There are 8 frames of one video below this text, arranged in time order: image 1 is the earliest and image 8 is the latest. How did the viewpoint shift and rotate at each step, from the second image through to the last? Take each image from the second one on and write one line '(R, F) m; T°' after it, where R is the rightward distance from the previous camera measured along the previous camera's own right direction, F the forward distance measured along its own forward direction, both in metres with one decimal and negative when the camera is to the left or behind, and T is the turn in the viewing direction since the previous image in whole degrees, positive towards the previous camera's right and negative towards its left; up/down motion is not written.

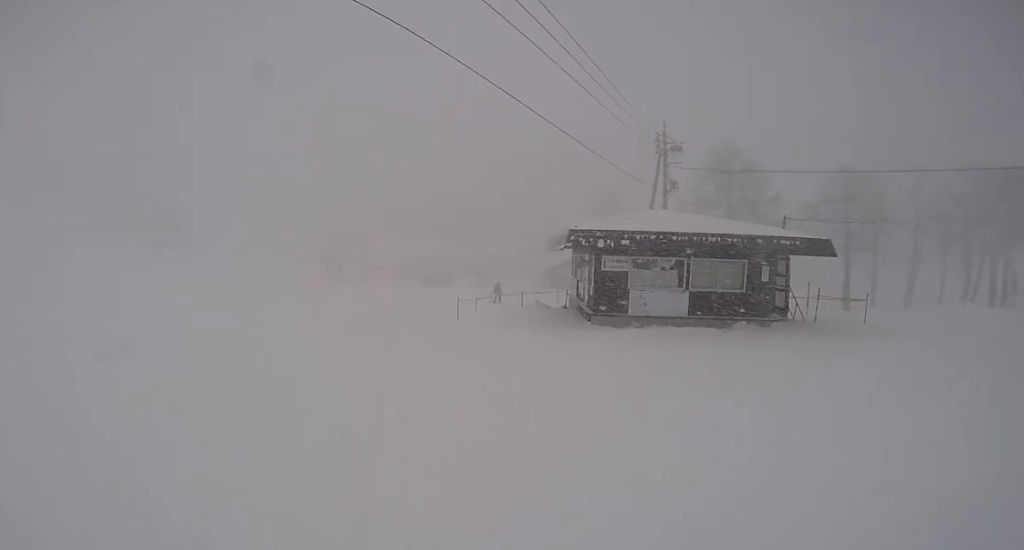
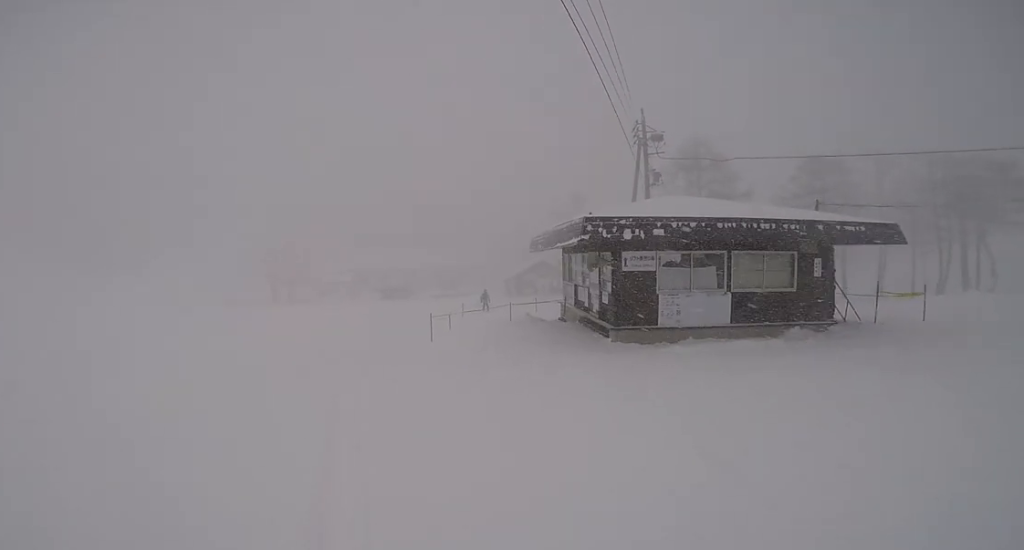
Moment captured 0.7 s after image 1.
(+0.1, +3.4) m; +6°
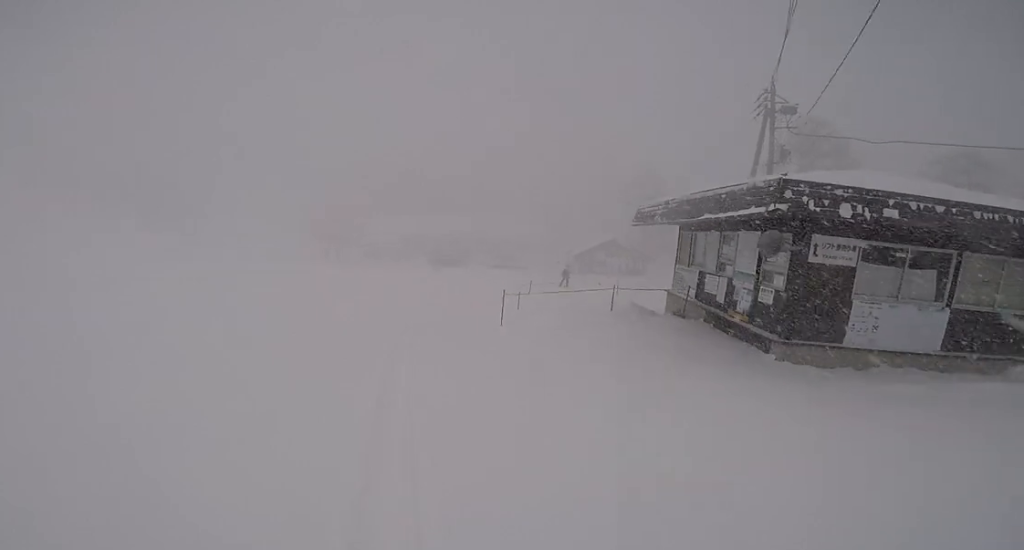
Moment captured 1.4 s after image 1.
(+0.5, +3.1) m; +9°
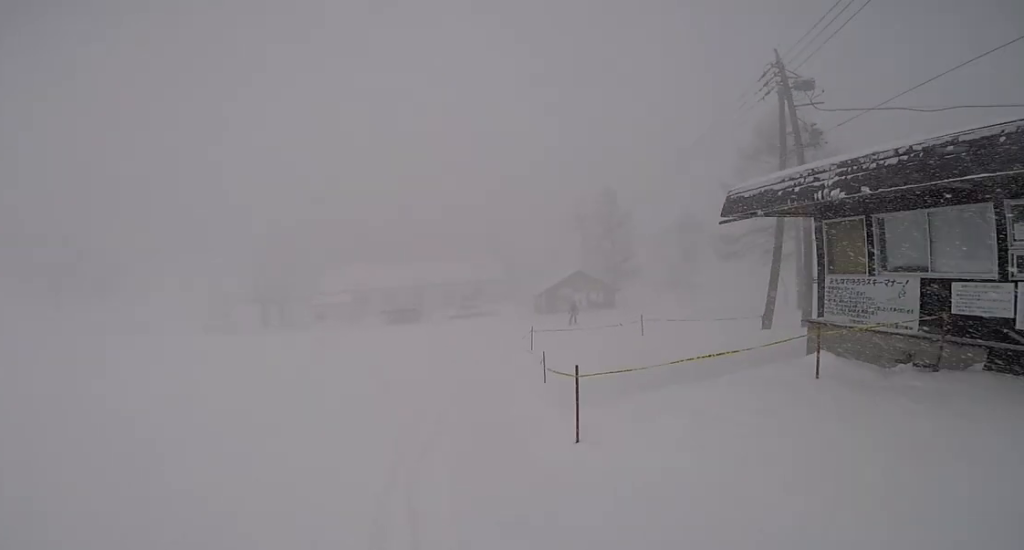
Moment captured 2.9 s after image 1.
(0.0, +7.0) m; +2°
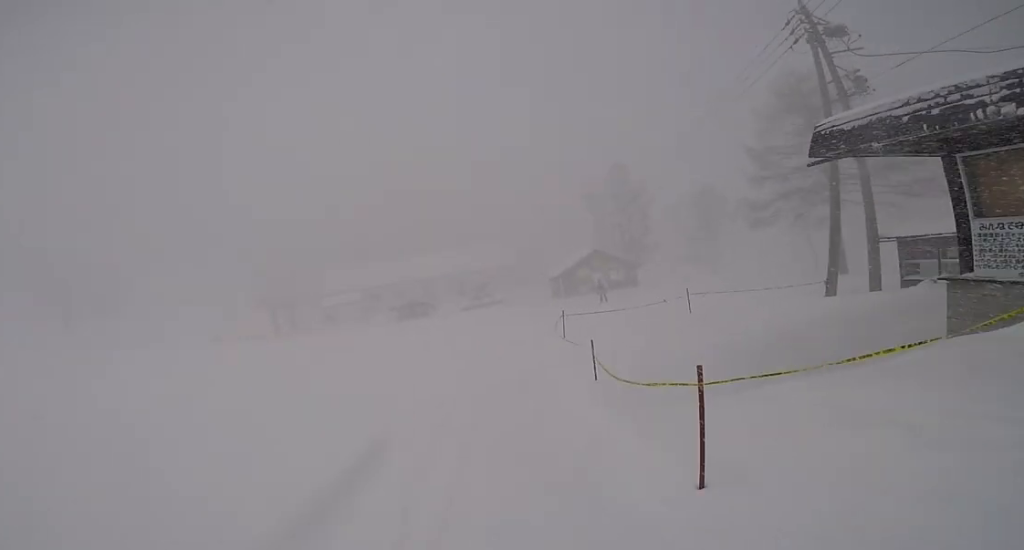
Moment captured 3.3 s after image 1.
(-0.1, +2.2) m; +2°
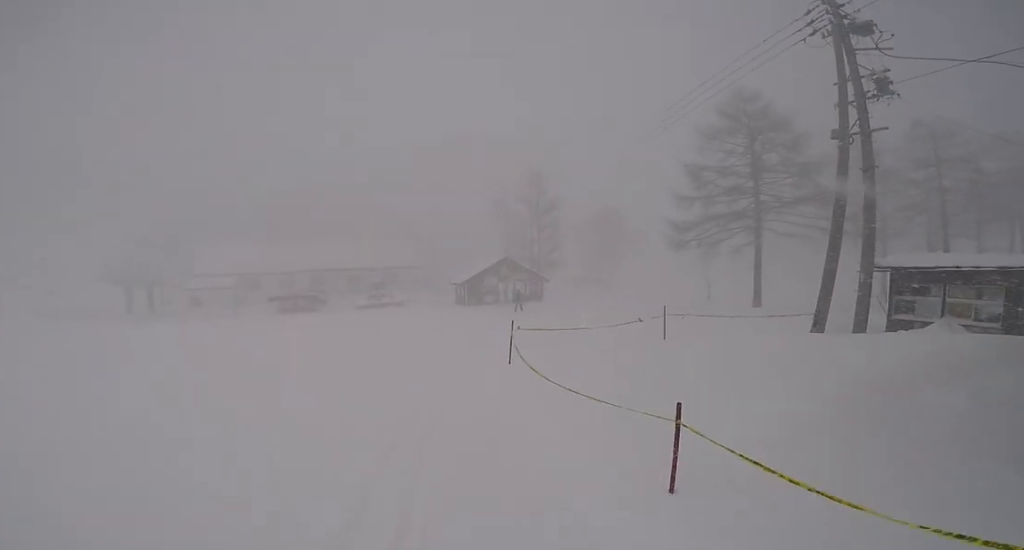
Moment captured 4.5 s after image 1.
(+0.5, +4.7) m; +14°
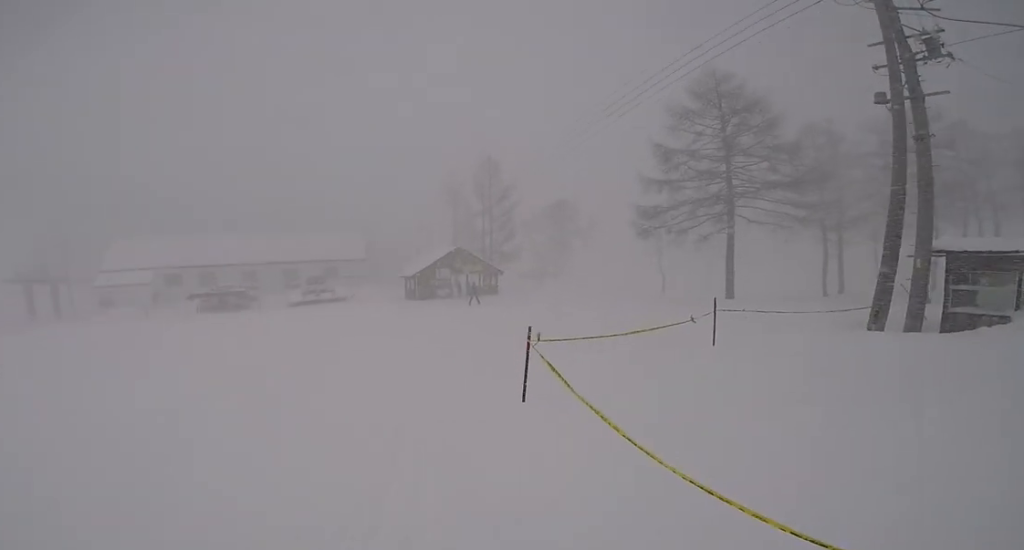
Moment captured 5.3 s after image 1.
(+0.7, +3.4) m; -3°
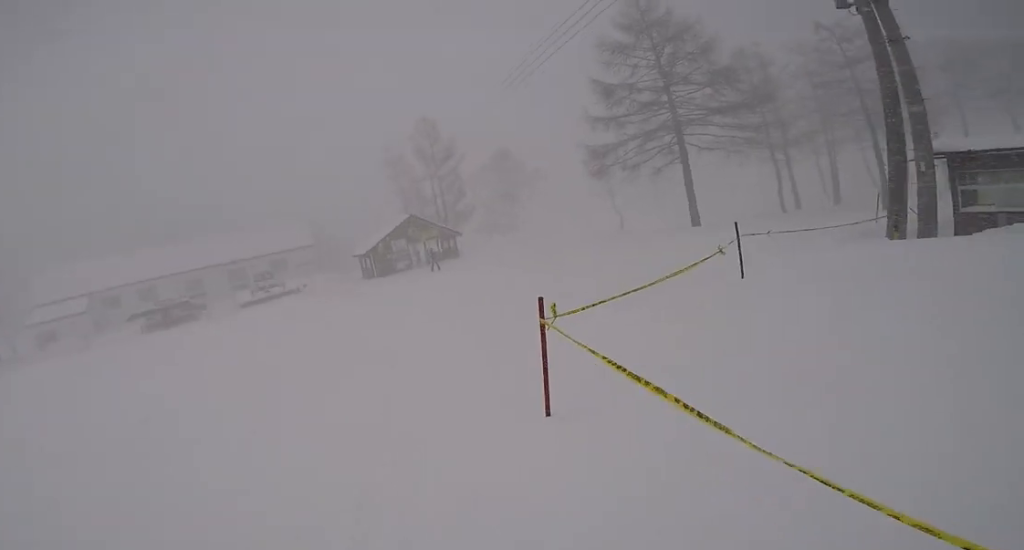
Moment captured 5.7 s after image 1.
(-0.4, +1.8) m; 0°
